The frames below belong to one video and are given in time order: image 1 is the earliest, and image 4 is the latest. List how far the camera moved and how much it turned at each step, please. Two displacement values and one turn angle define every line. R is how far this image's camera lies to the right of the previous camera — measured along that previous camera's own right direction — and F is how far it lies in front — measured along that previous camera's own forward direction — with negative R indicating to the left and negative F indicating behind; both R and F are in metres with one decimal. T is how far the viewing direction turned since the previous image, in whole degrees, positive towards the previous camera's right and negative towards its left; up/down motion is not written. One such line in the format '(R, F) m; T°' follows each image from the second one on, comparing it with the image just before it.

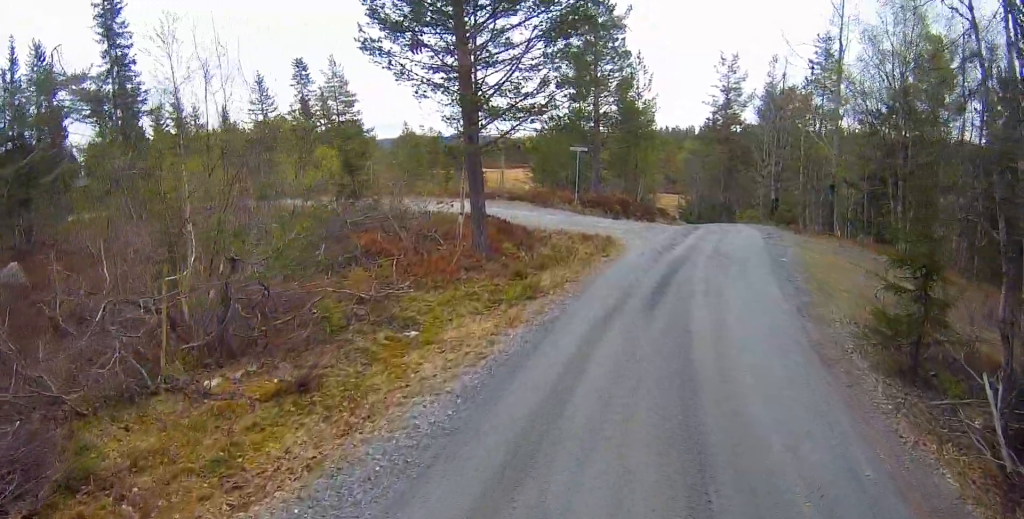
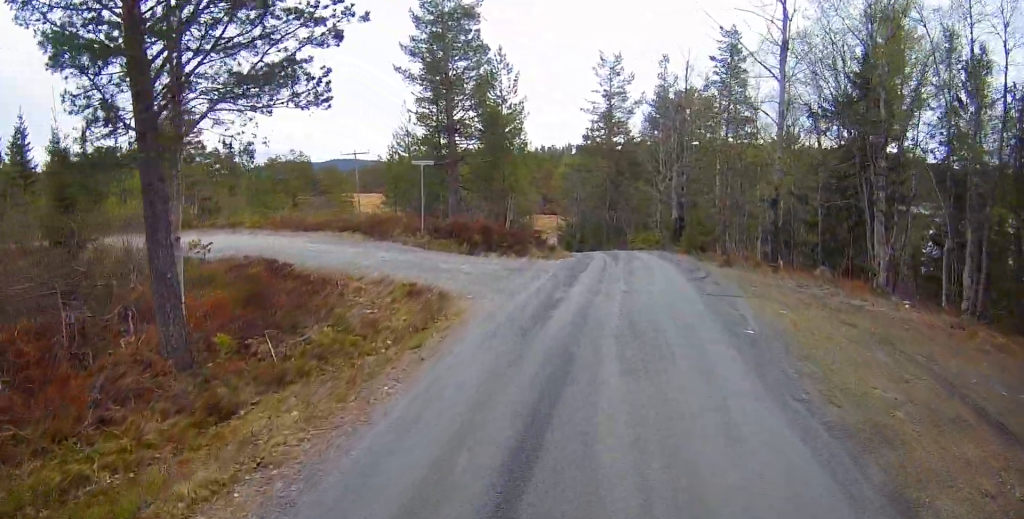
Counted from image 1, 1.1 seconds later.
(+0.3, +6.9) m; +10°
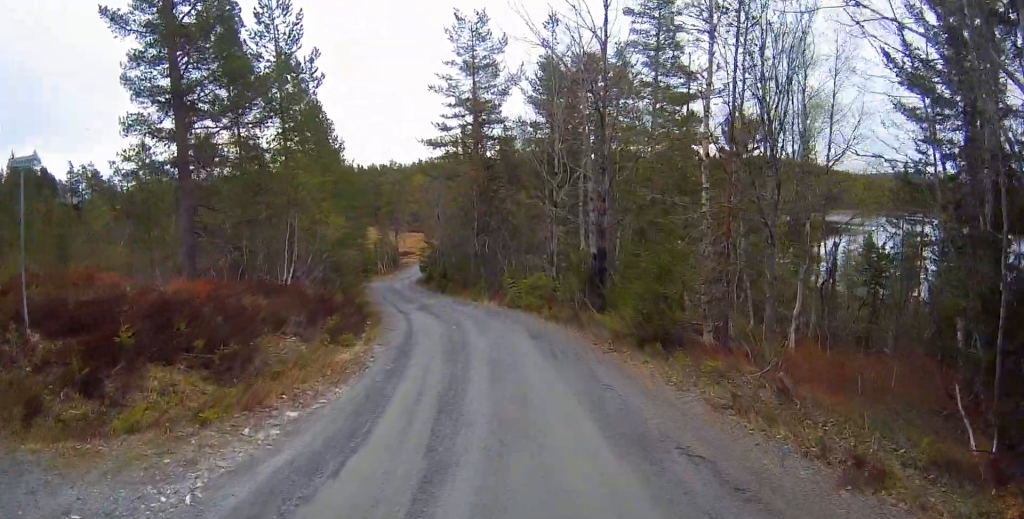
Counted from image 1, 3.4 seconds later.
(+2.4, +14.8) m; +9°
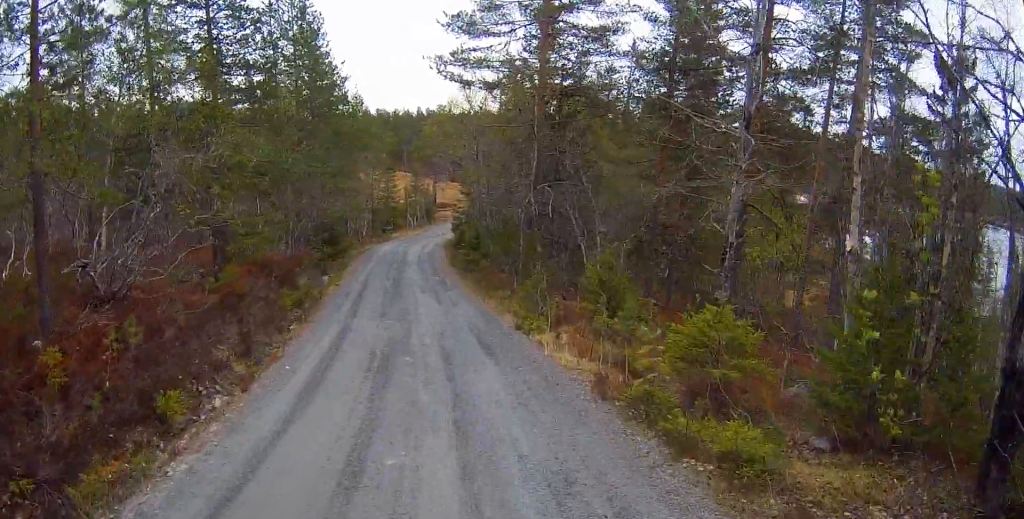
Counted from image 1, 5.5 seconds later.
(-0.4, +15.0) m; -2°
